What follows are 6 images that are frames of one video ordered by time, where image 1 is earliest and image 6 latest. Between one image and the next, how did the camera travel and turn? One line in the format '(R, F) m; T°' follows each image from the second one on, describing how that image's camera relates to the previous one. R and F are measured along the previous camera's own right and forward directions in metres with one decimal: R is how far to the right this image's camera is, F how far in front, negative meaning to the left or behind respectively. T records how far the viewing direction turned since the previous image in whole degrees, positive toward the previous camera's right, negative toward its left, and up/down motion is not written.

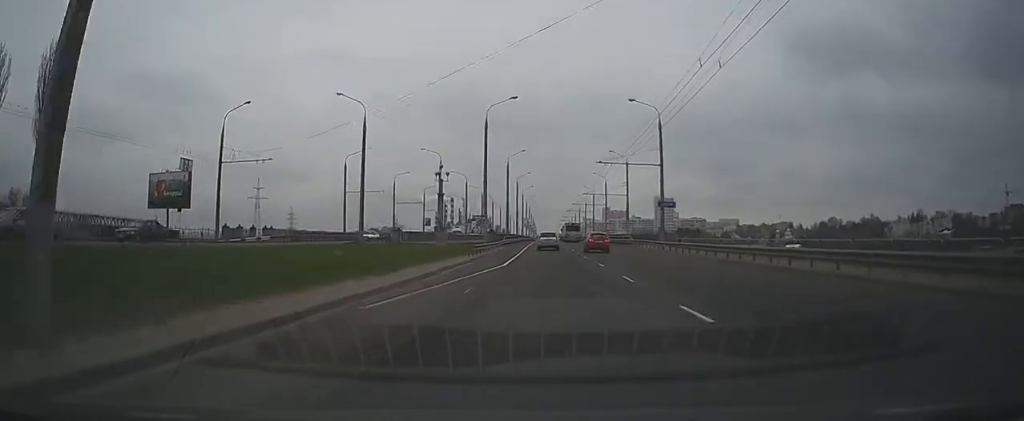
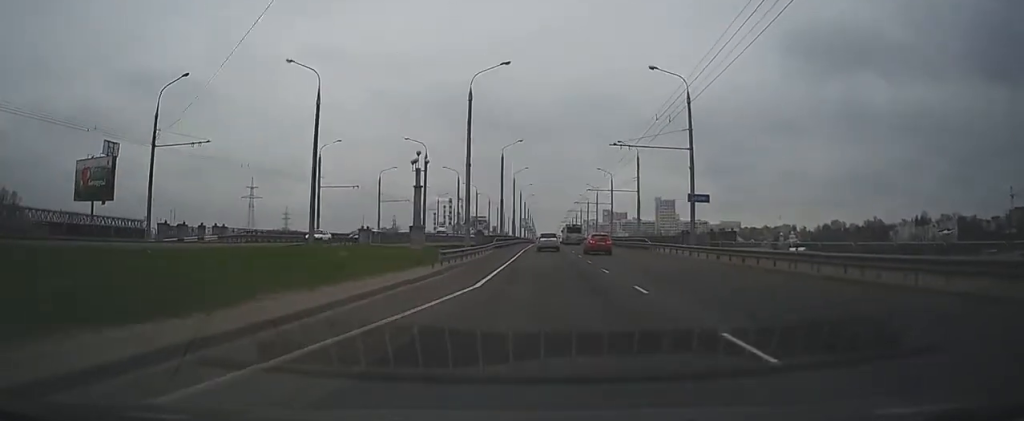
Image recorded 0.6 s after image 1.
(+0.2, +10.6) m; +1°
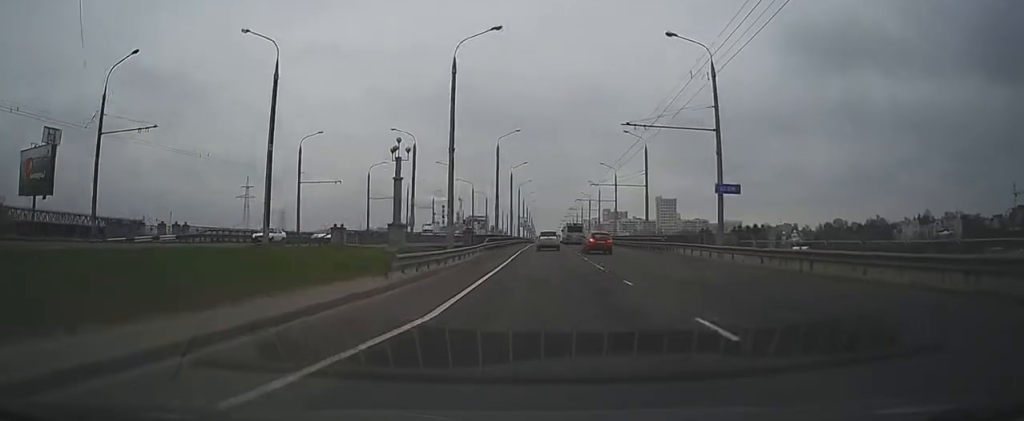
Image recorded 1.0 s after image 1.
(+0.2, +6.7) m; 0°
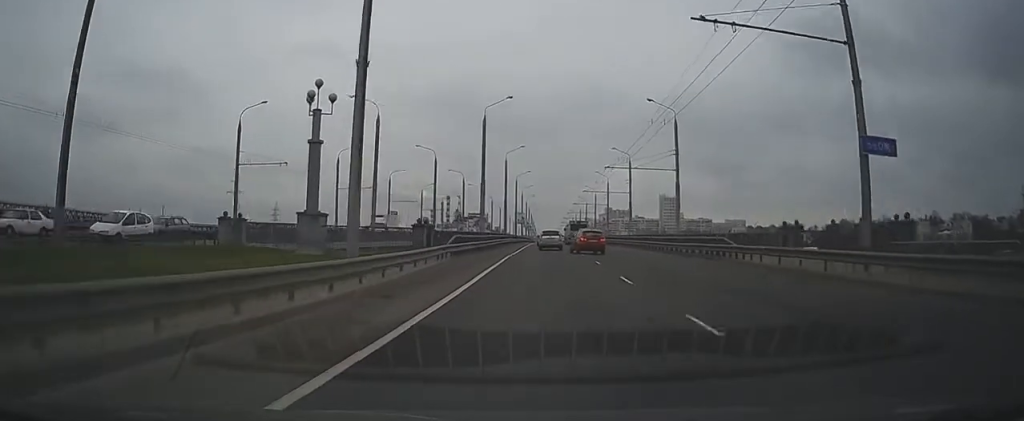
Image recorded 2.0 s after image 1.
(-0.3, +16.6) m; -2°
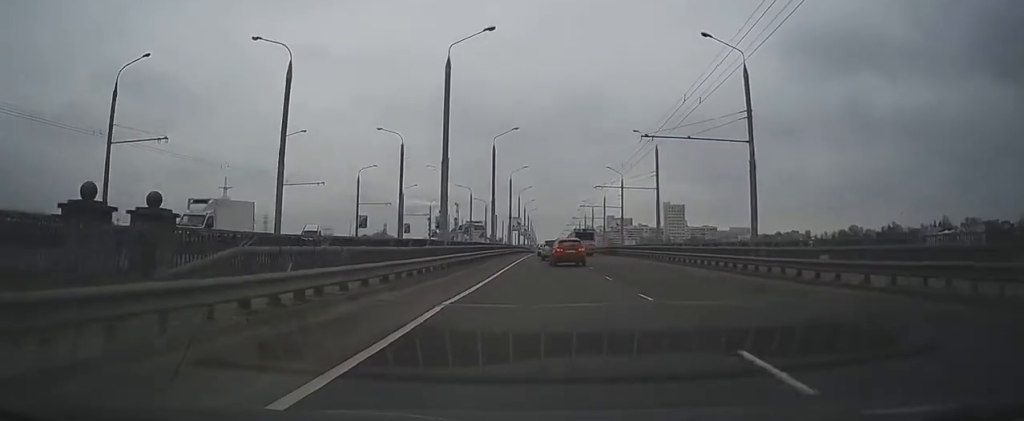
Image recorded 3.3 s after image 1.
(-0.3, +21.0) m; -1°
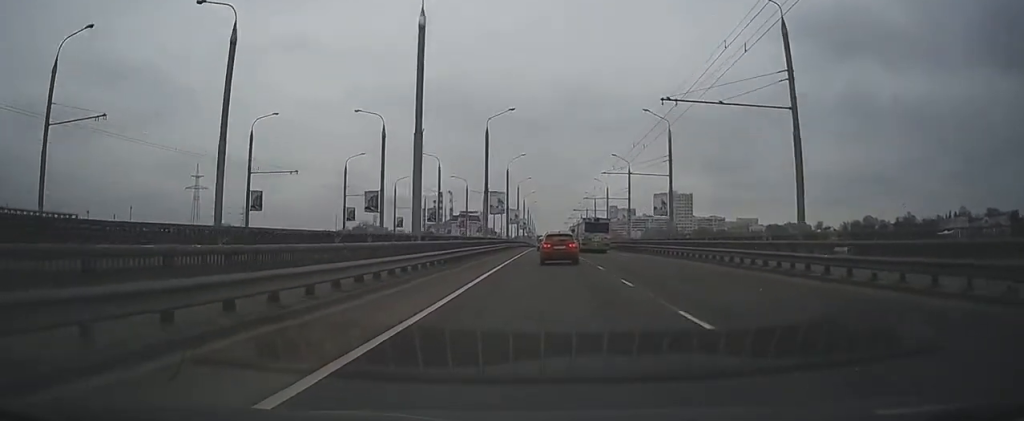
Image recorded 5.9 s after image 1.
(+1.1, +37.8) m; +3°
